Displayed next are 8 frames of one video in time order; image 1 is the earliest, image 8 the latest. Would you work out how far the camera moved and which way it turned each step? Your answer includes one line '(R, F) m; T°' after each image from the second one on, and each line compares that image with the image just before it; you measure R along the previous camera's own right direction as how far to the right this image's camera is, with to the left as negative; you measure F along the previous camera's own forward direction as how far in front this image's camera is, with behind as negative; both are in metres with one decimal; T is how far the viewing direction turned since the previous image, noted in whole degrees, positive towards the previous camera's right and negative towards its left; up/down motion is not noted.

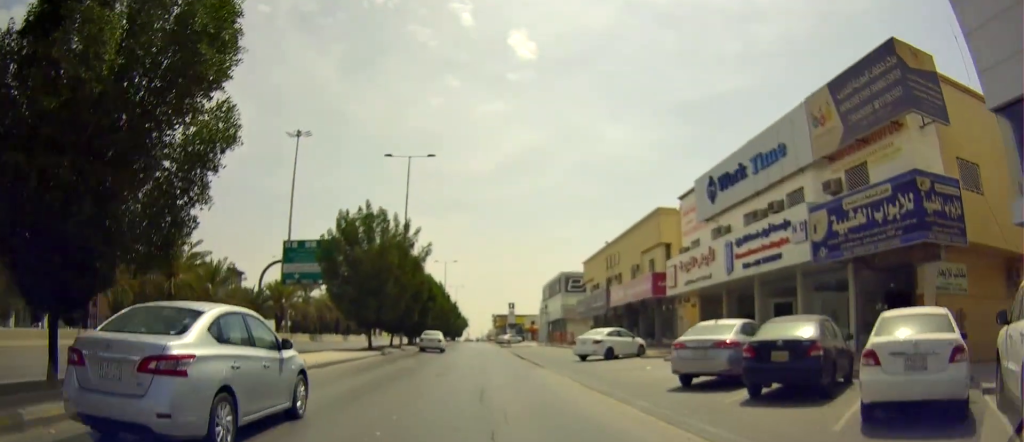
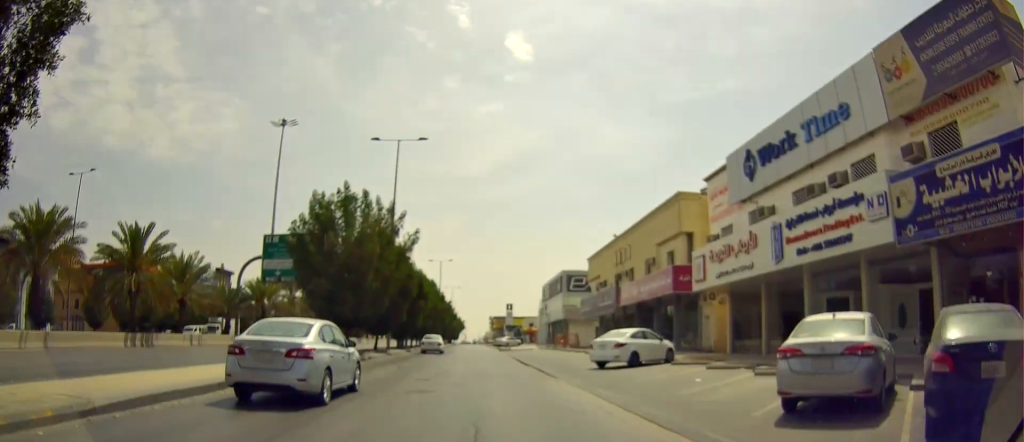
(0.0, +5.2) m; +2°
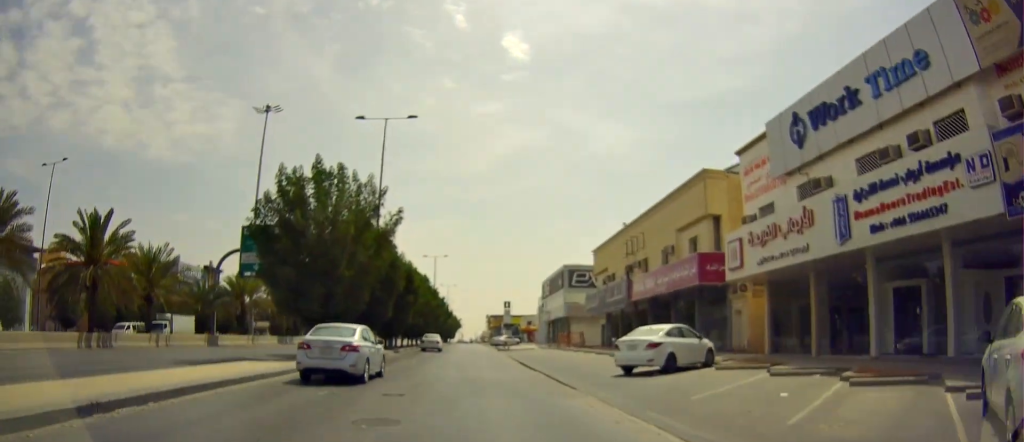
(+0.1, +5.0) m; +1°
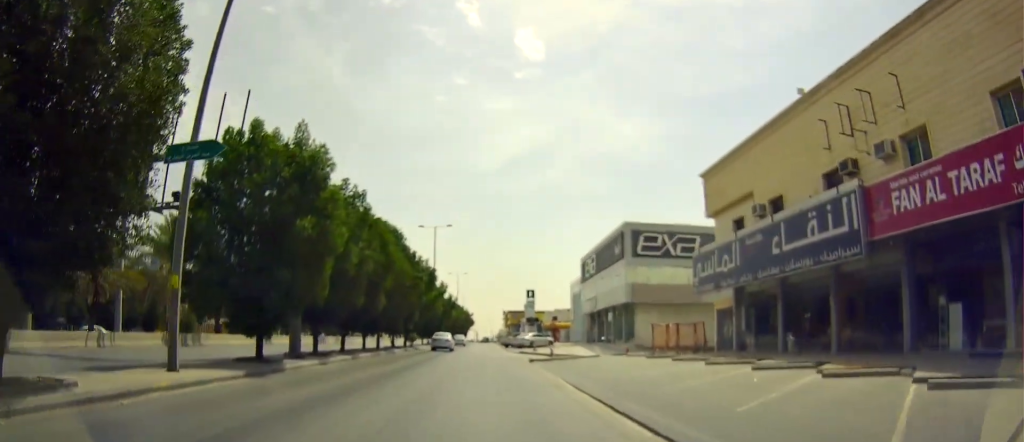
(+0.8, +29.5) m; 0°
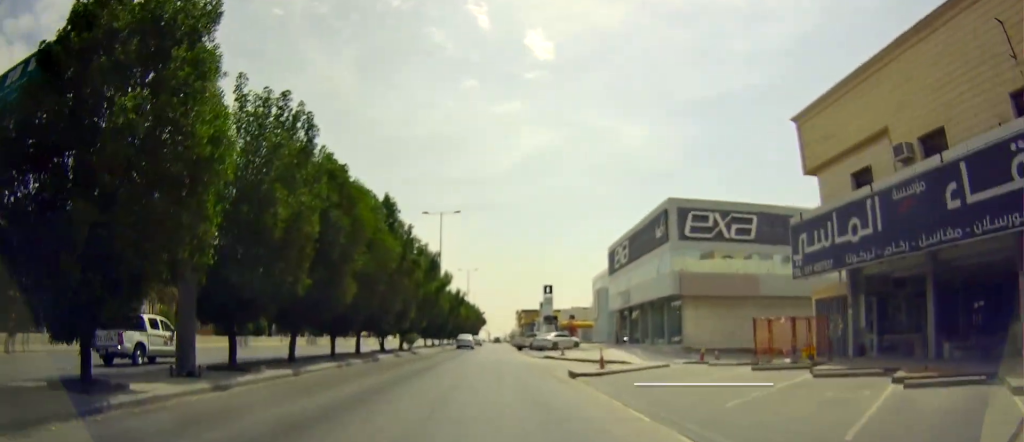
(-0.7, +9.8) m; -2°
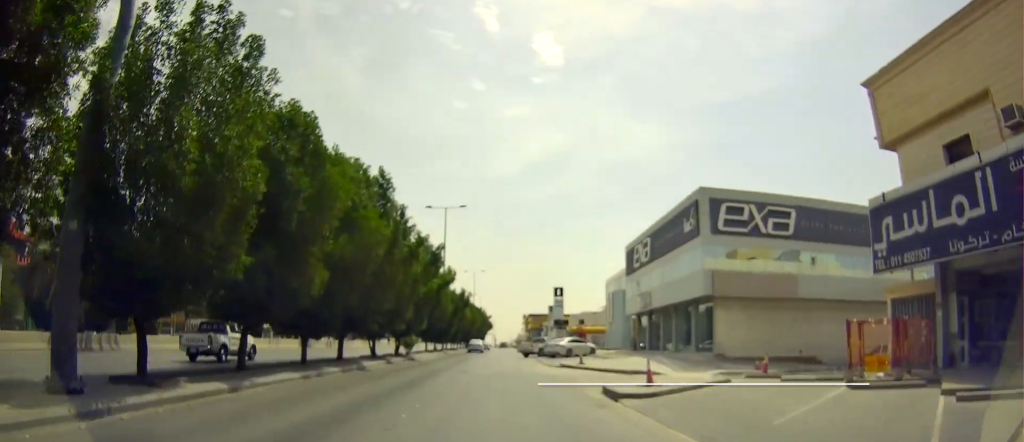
(+0.2, +4.9) m; 0°
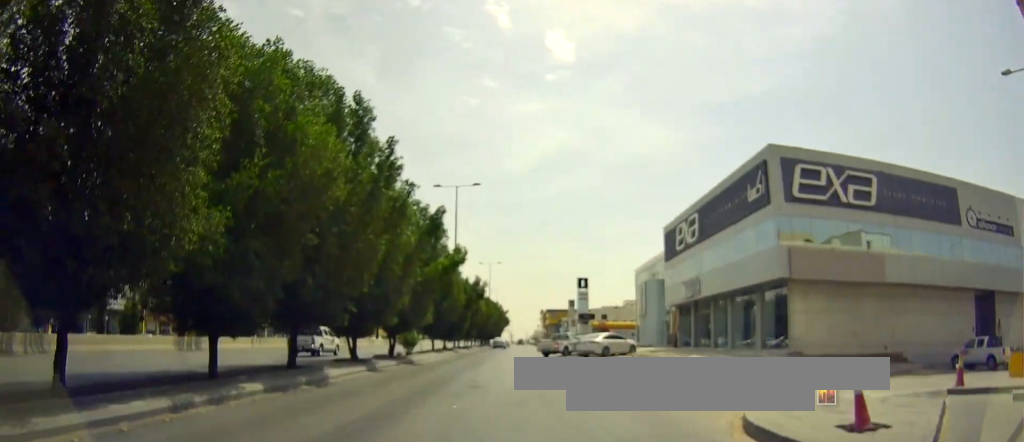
(-0.1, +8.0) m; -2°
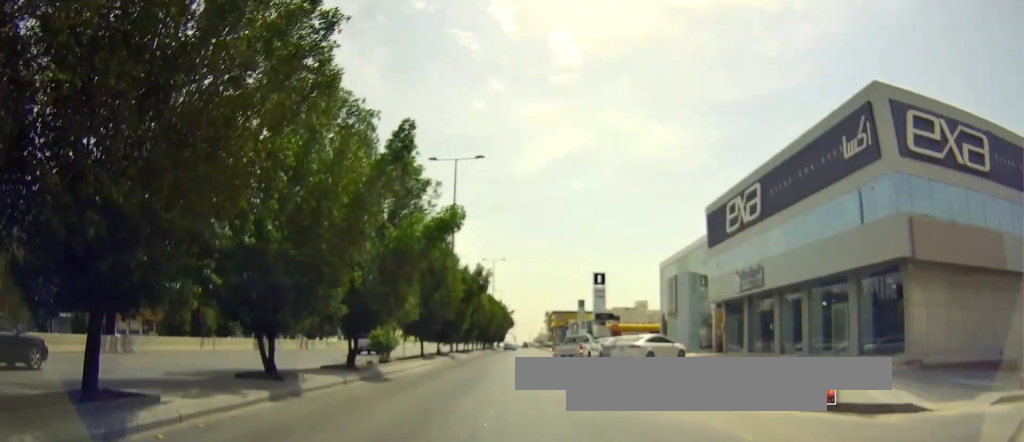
(-0.2, +9.2) m; -1°
